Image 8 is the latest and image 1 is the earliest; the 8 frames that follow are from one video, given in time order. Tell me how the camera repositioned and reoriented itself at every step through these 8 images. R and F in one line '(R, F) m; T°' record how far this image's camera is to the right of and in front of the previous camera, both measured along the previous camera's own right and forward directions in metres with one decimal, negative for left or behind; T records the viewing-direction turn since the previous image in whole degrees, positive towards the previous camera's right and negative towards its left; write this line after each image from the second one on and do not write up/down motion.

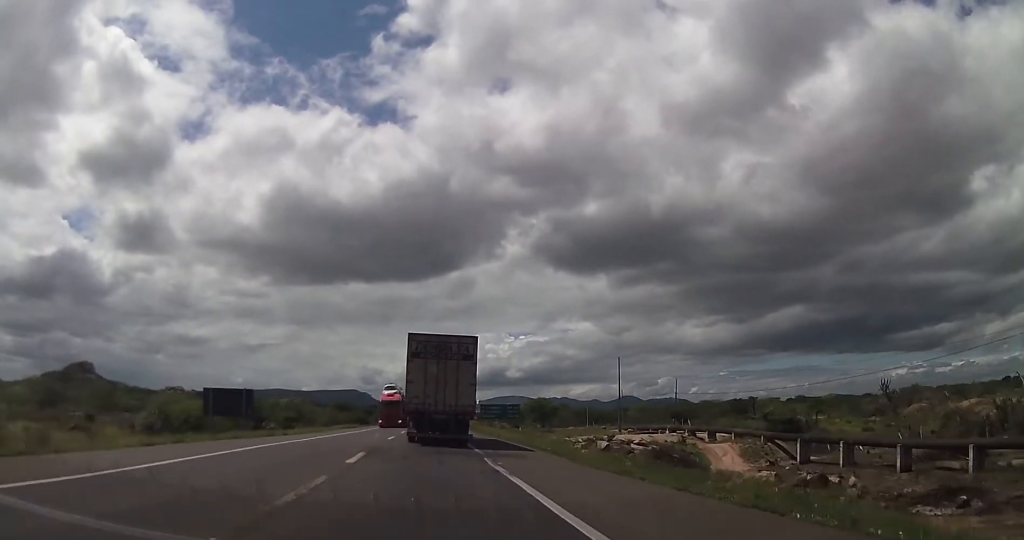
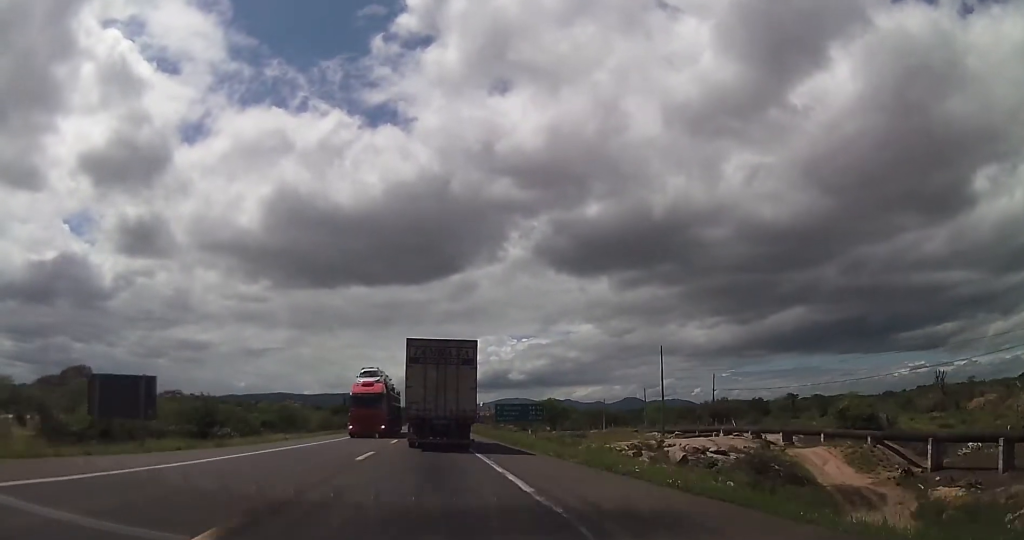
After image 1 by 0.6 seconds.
(+0.2, +11.6) m; 0°
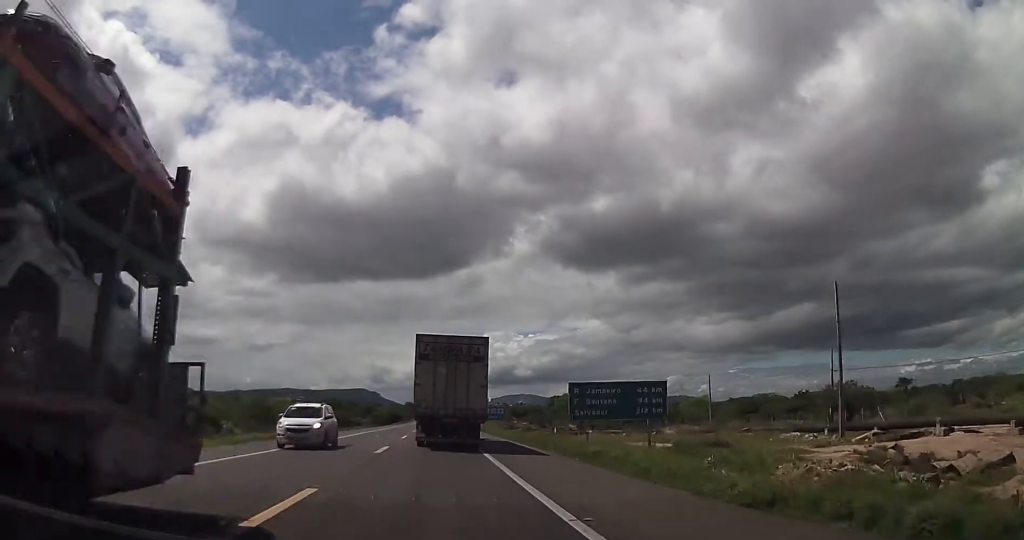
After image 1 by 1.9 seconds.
(-0.3, +24.3) m; -2°
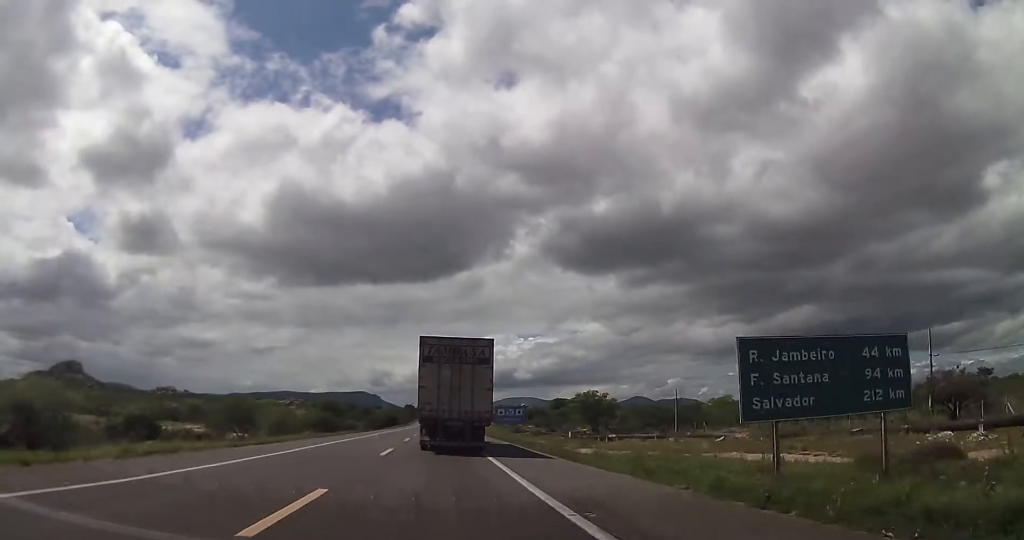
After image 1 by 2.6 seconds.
(-0.2, +14.4) m; 0°
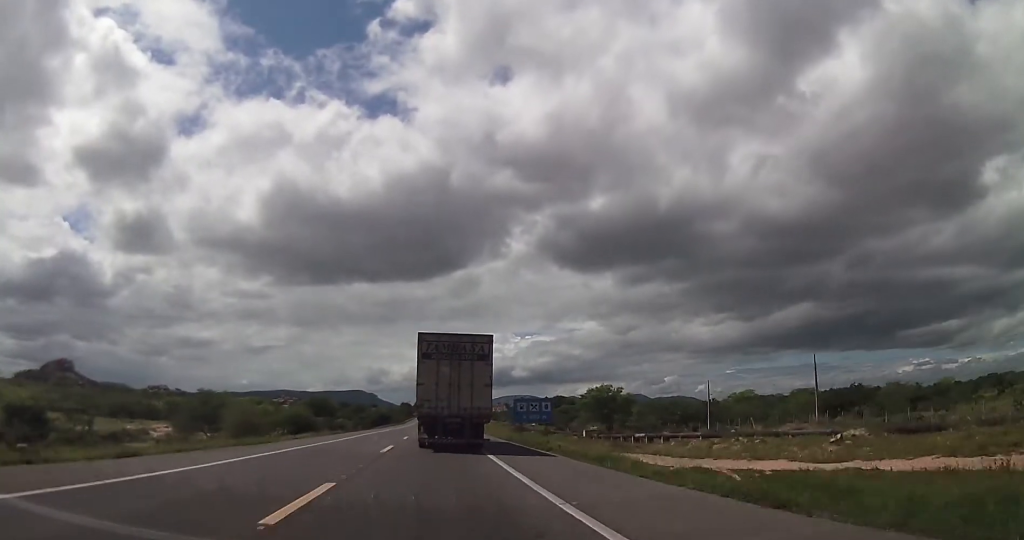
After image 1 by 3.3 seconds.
(+0.2, +15.4) m; +1°
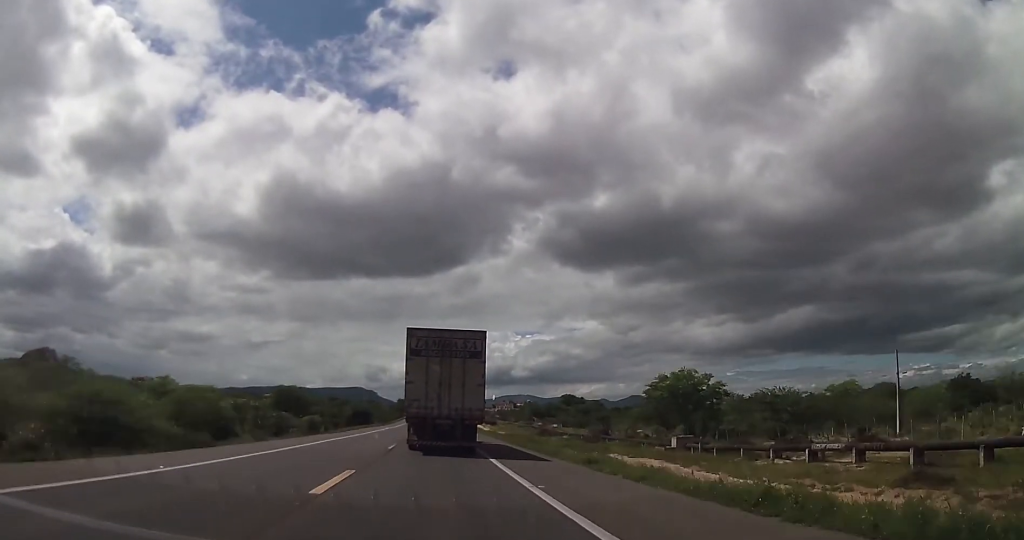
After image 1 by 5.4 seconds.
(0.0, +49.6) m; 0°
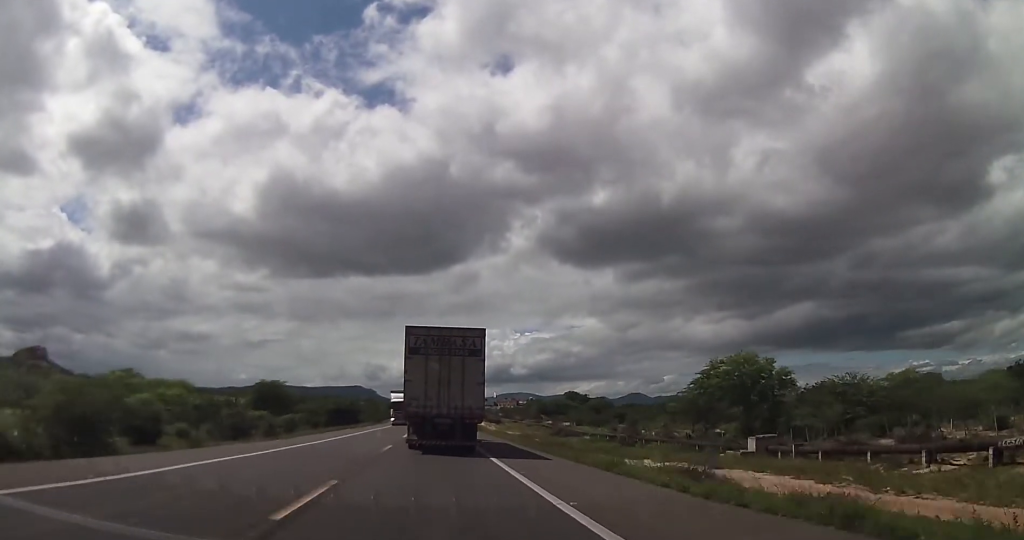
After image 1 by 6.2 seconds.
(0.0, +22.1) m; 0°
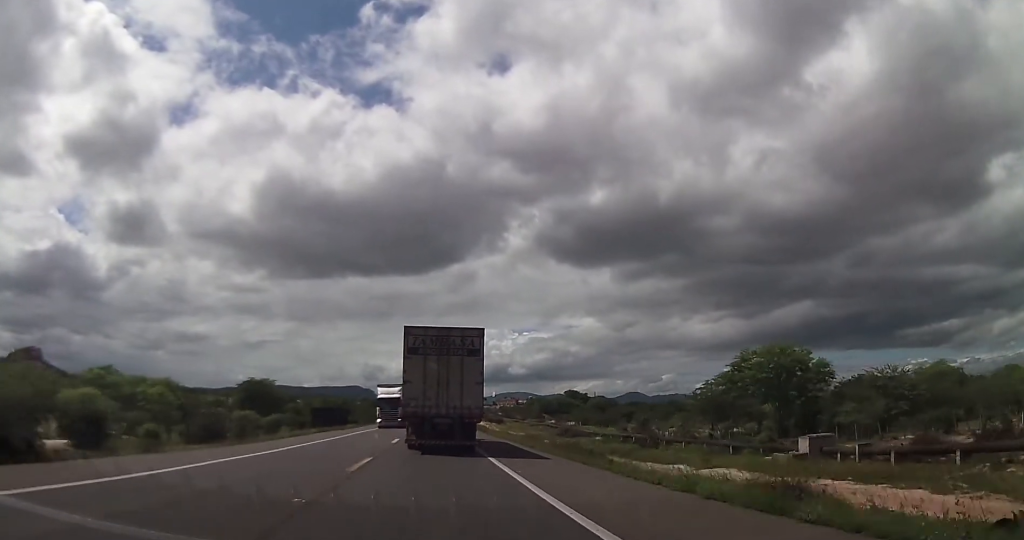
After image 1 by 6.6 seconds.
(+0.1, +9.7) m; 0°
